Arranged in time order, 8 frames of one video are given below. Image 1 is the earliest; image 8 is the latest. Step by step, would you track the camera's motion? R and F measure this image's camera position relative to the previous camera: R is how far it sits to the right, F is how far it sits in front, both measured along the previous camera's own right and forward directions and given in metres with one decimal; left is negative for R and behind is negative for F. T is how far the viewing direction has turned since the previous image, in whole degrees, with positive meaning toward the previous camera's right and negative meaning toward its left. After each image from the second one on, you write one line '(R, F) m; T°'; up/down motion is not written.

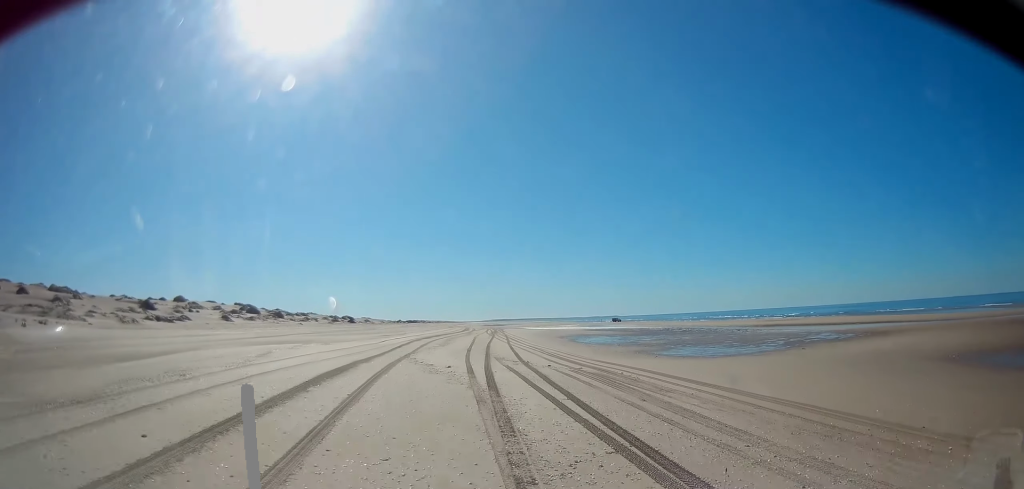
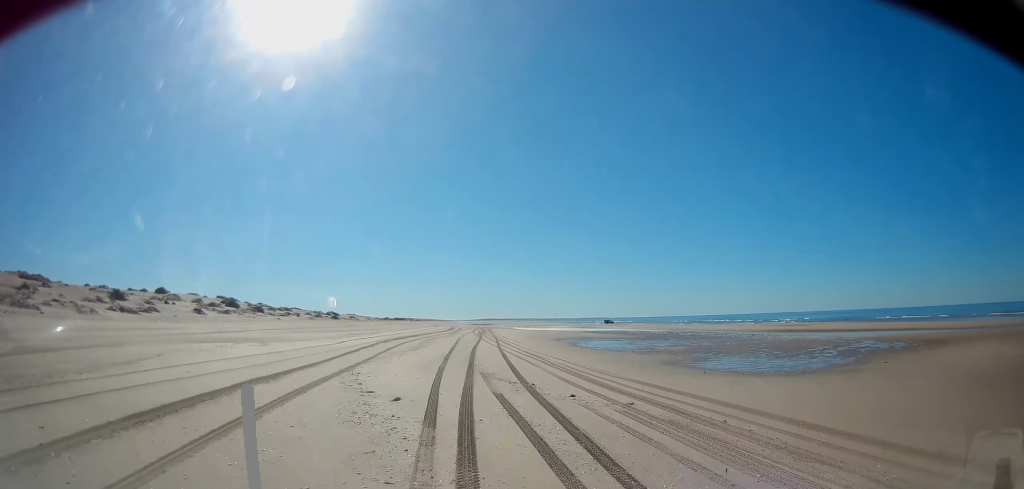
(-0.1, +11.0) m; 0°
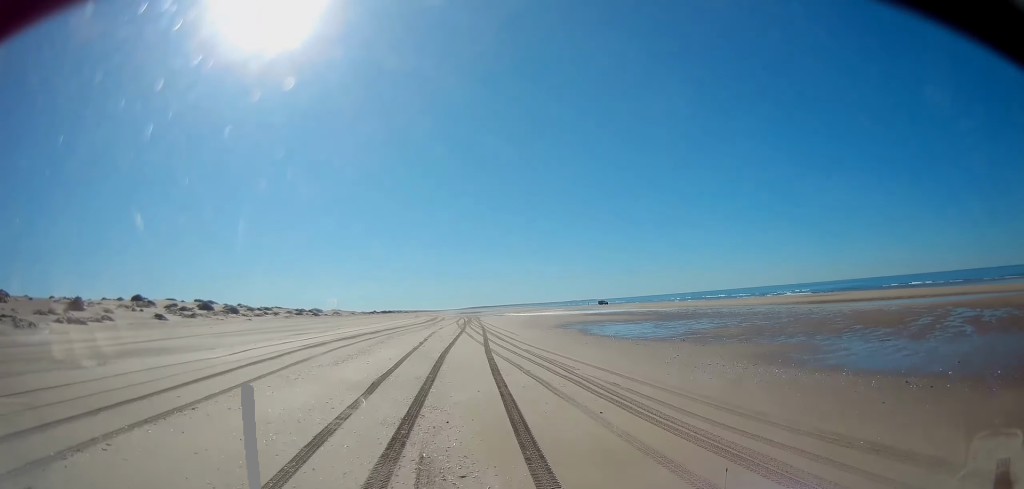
(0.0, +15.9) m; 0°
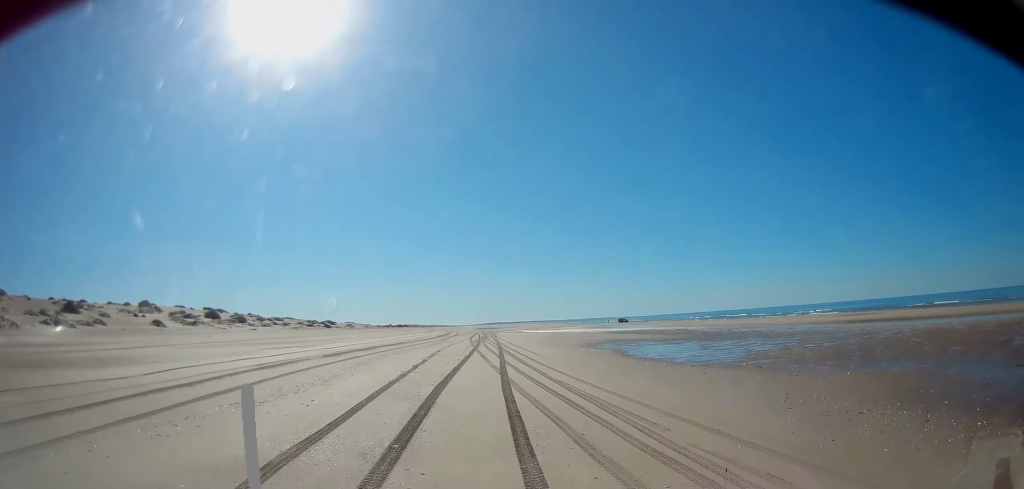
(0.0, +8.3) m; 0°
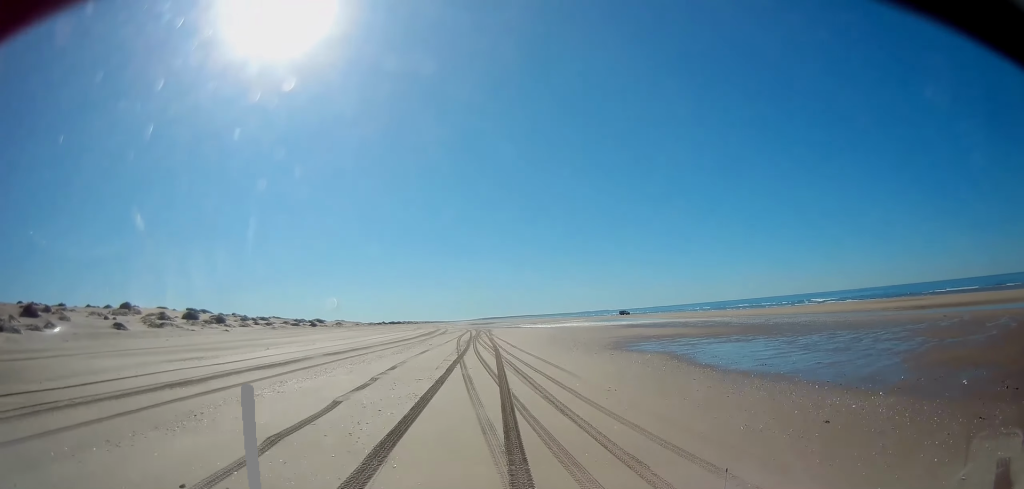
(+0.1, +15.7) m; 0°
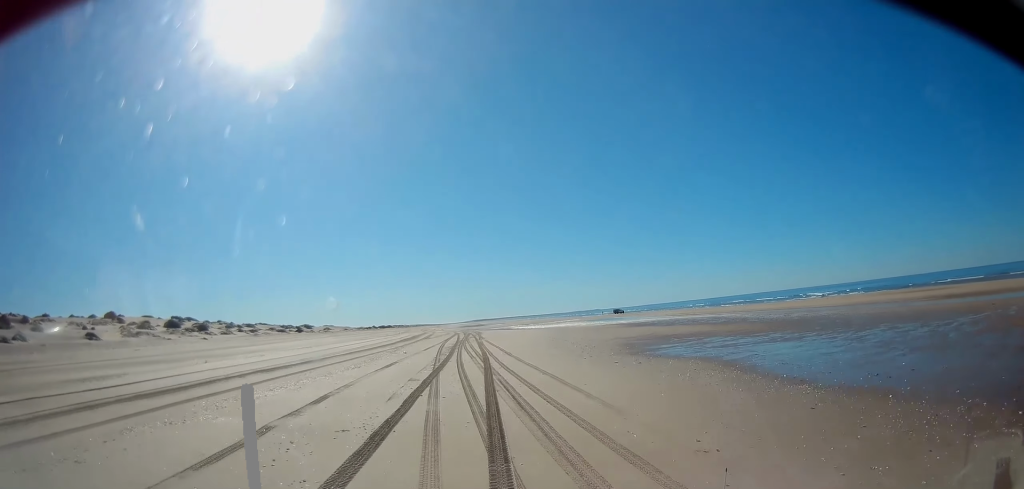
(0.0, +8.0) m; +1°
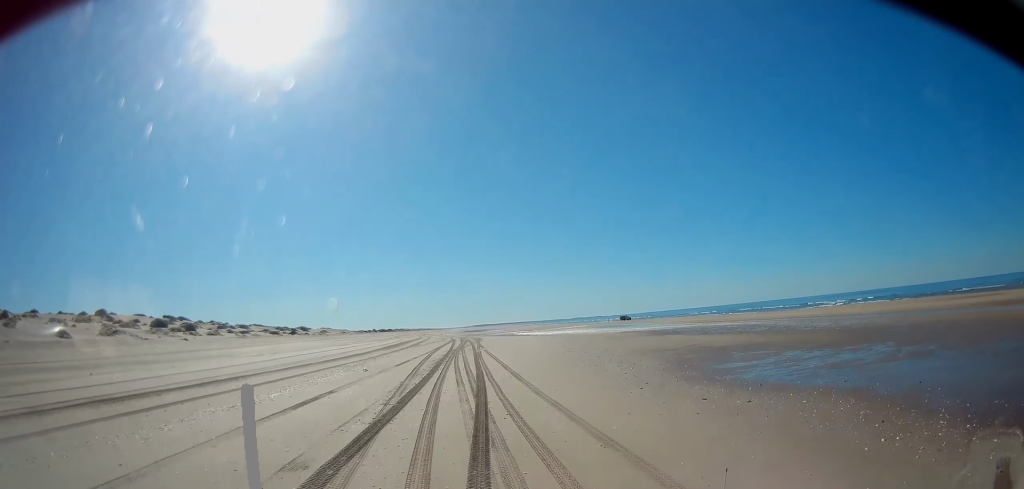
(+0.1, +10.7) m; +3°
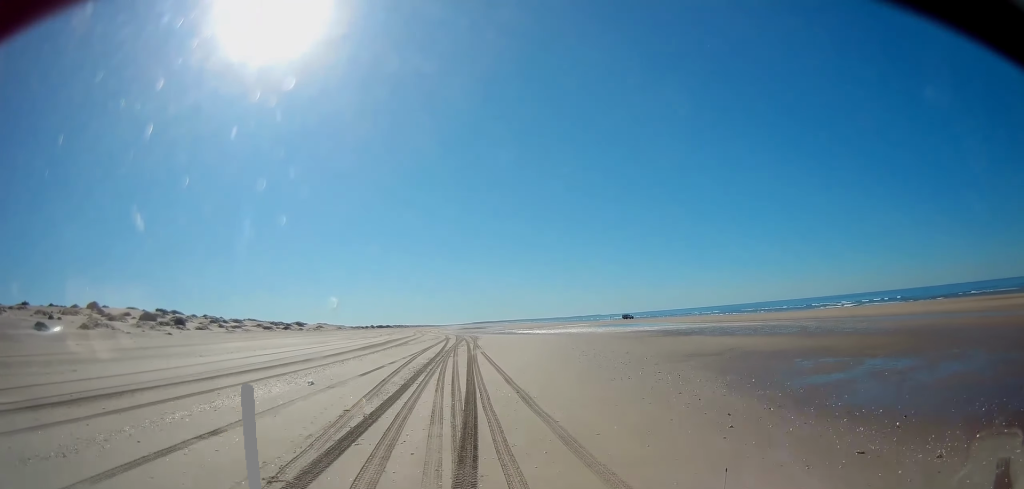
(+0.5, +7.0) m; 0°
